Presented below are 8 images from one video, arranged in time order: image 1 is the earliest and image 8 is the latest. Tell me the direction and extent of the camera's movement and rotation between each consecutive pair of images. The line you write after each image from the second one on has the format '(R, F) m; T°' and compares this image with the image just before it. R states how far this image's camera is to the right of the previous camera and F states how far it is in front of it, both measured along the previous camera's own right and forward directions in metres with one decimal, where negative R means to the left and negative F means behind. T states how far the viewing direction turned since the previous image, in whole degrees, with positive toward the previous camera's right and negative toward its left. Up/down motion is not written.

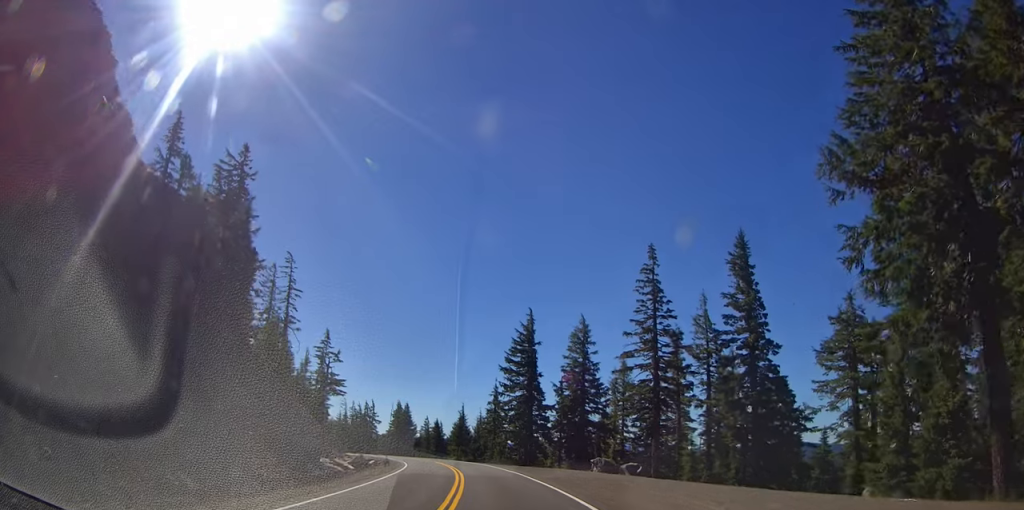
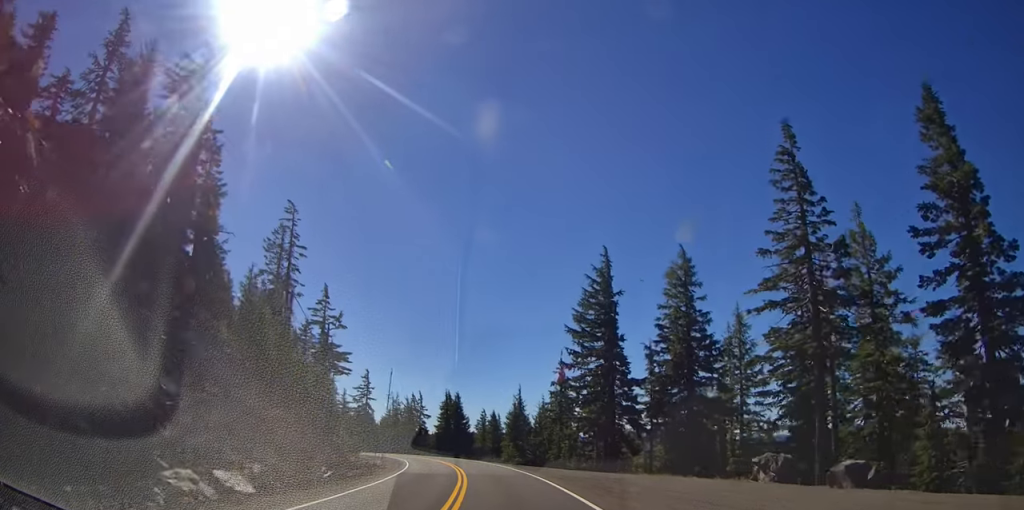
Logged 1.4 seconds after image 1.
(-0.7, +24.7) m; -6°
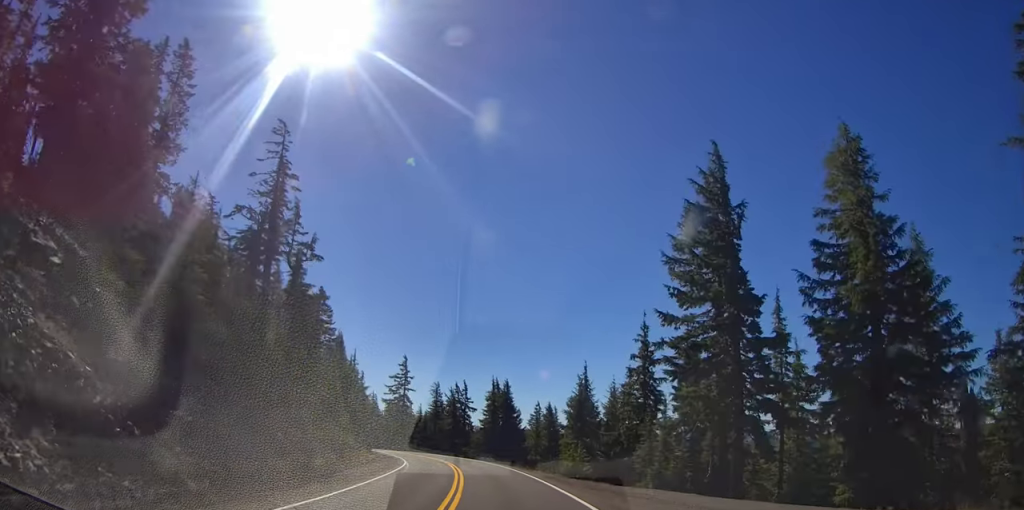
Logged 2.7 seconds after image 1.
(-1.7, +22.5) m; -9°
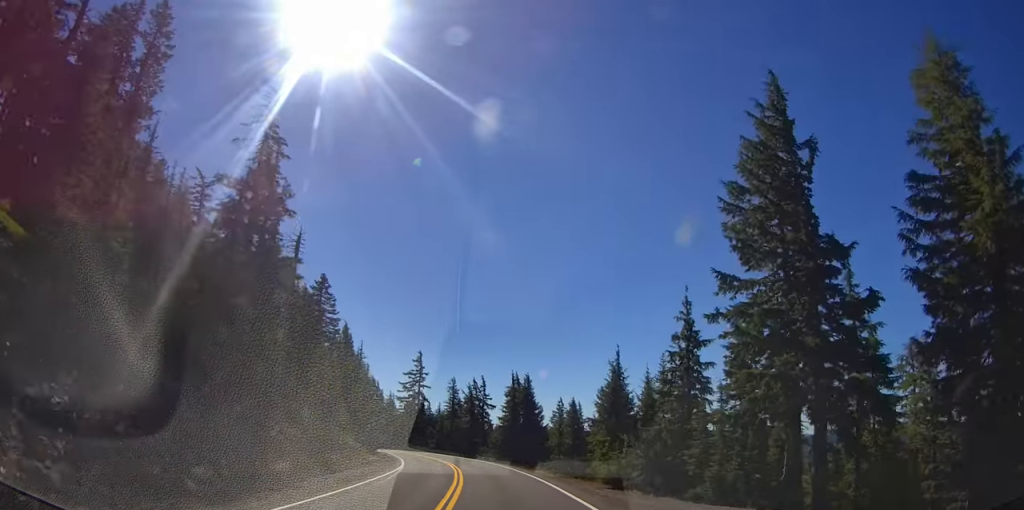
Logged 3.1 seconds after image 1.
(-0.4, +8.4) m; -3°
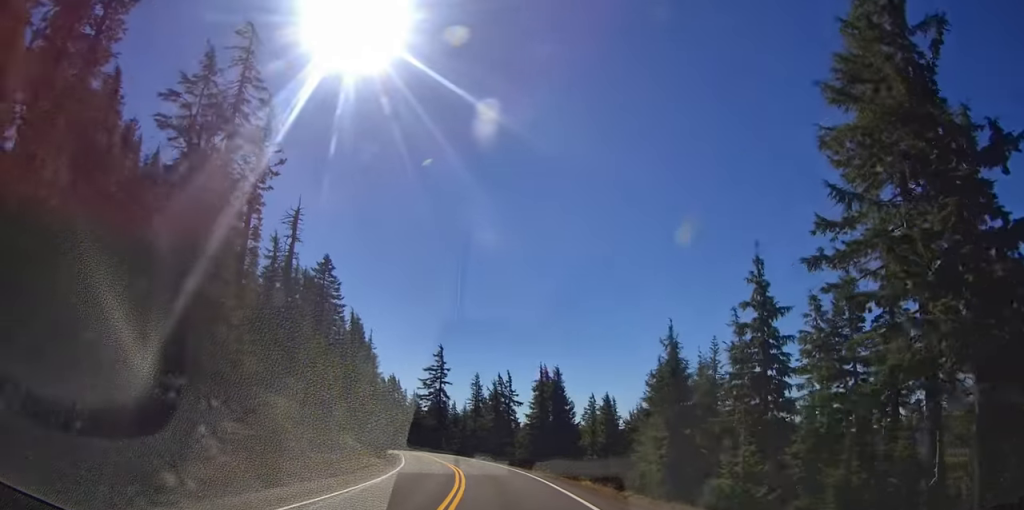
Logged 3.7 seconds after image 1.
(-0.2, +10.2) m; -3°
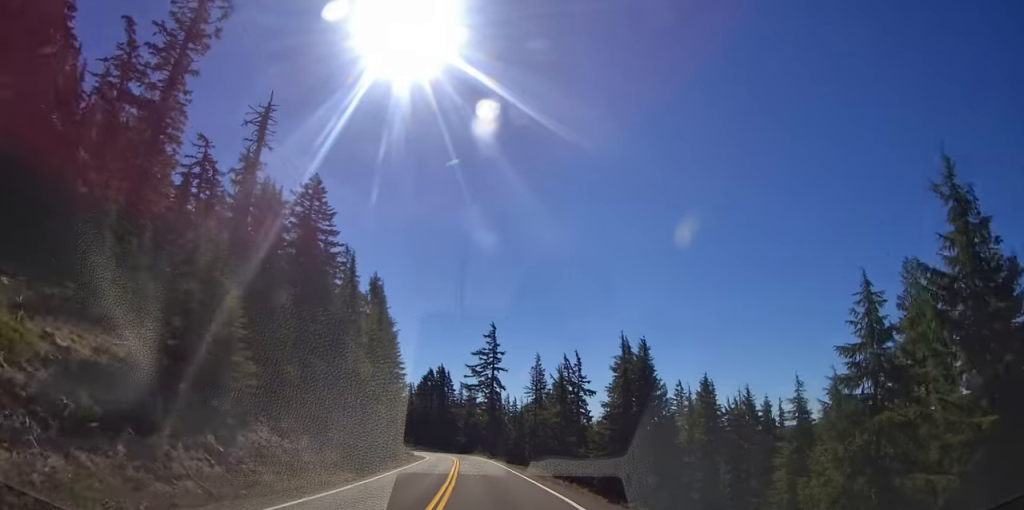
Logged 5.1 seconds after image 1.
(-1.0, +25.8) m; -2°
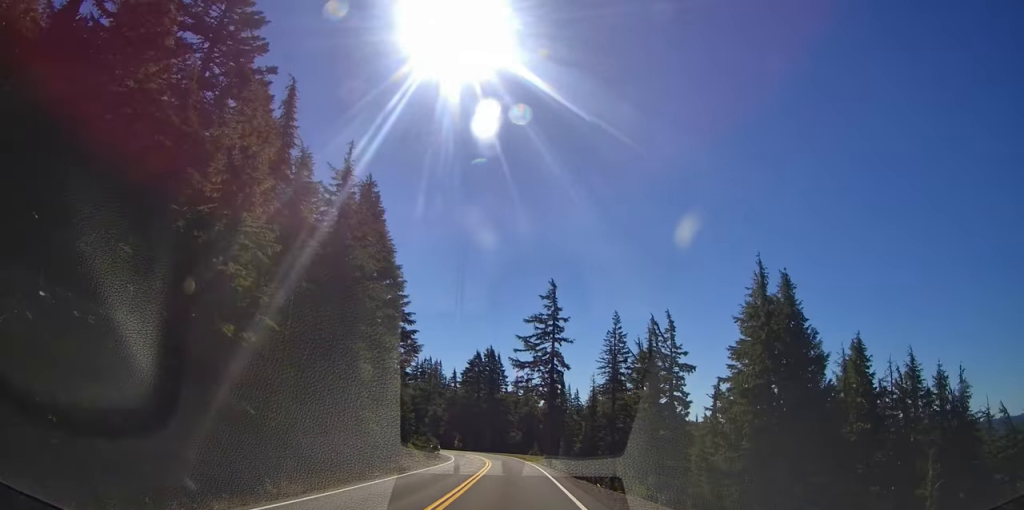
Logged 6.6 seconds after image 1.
(0.0, +28.1) m; -10°
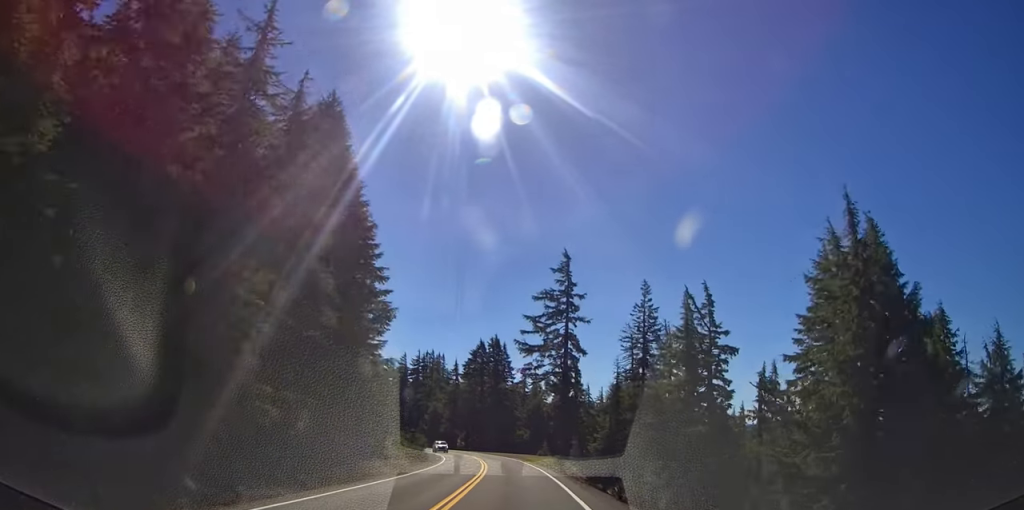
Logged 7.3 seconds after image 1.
(-1.9, +12.3) m; -8°
